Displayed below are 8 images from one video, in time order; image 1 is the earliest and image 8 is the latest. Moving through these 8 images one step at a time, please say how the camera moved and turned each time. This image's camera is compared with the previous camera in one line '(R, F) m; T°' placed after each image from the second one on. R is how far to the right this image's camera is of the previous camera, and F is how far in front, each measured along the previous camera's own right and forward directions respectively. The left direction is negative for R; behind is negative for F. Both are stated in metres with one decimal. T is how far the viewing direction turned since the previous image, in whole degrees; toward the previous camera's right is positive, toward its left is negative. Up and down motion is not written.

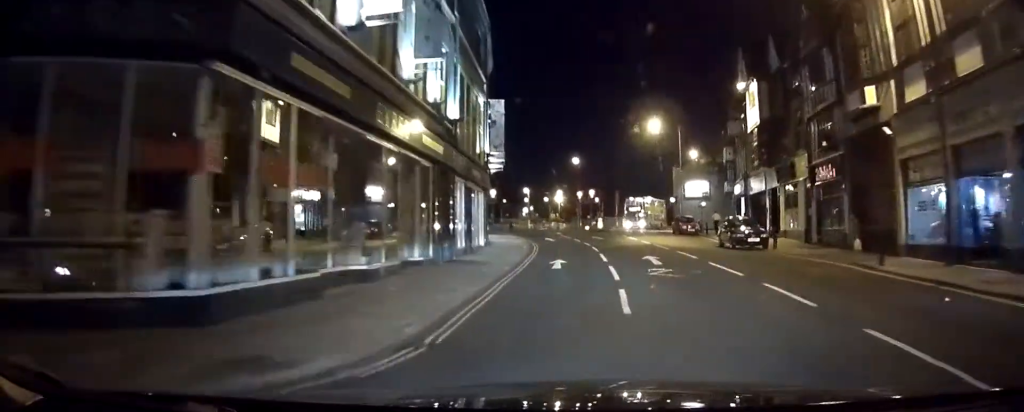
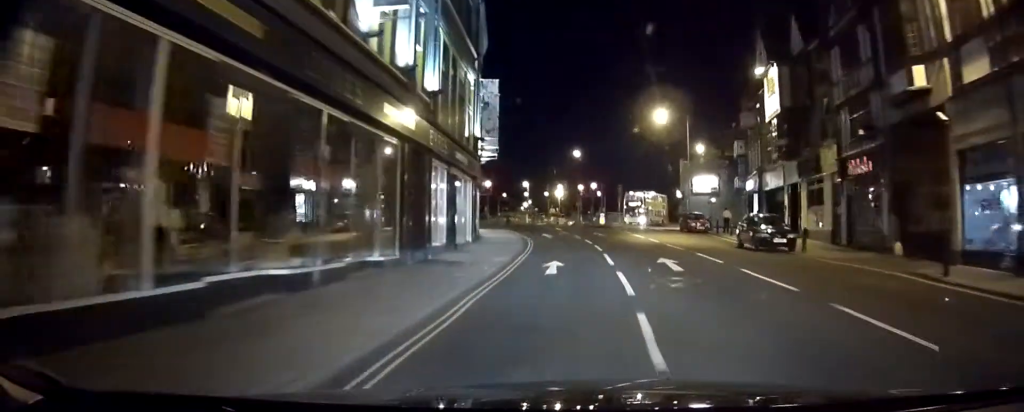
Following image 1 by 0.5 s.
(0.0, +3.8) m; 0°
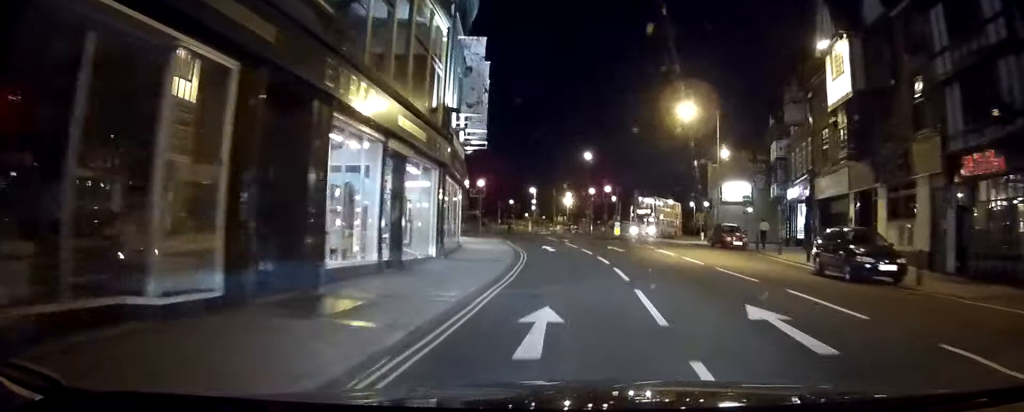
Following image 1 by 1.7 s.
(0.0, +8.7) m; +1°
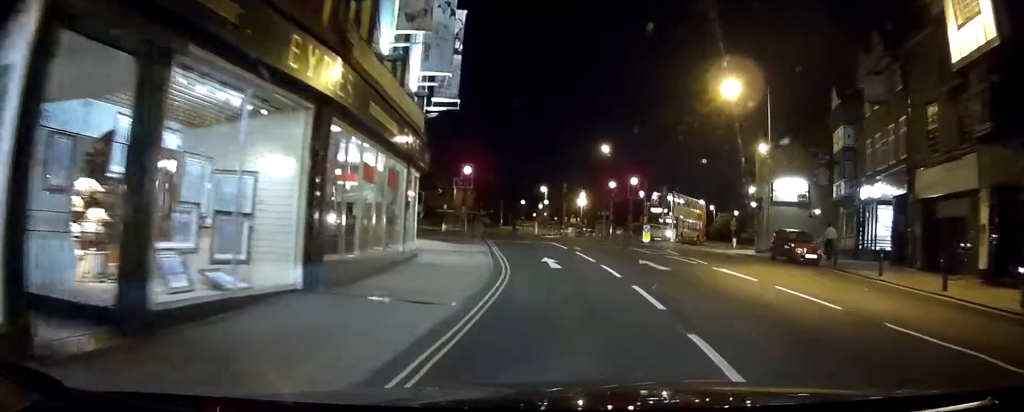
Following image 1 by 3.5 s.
(0.0, +10.4) m; -1°
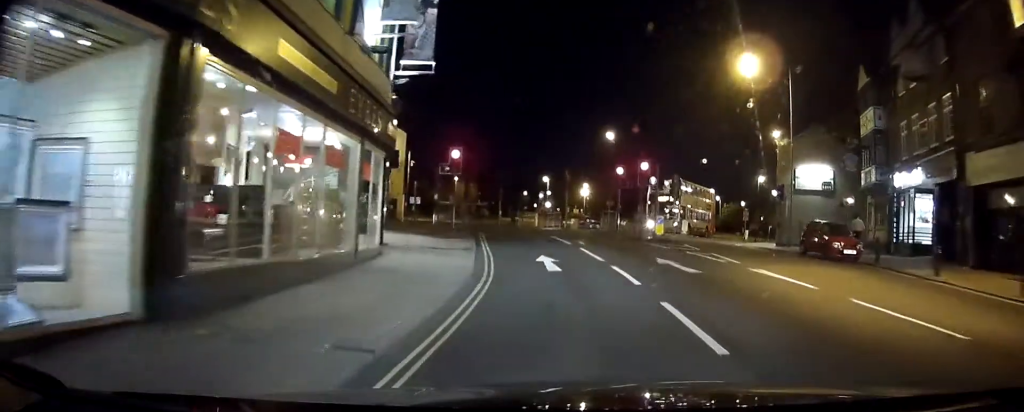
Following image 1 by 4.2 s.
(-0.1, +4.0) m; 0°
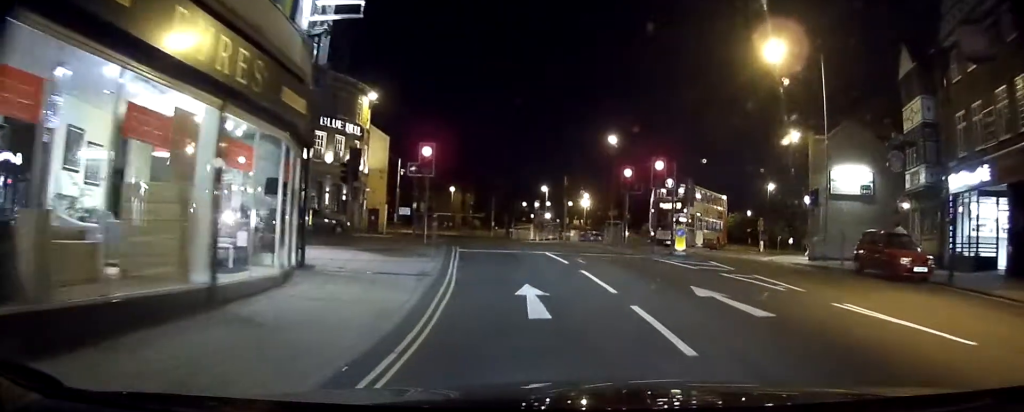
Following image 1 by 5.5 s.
(+0.2, +5.8) m; +3°
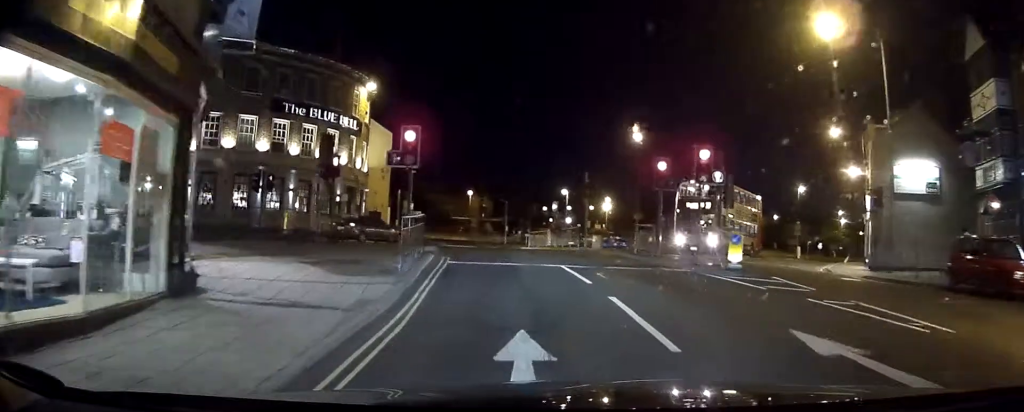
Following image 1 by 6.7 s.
(+0.2, +5.5) m; +4°
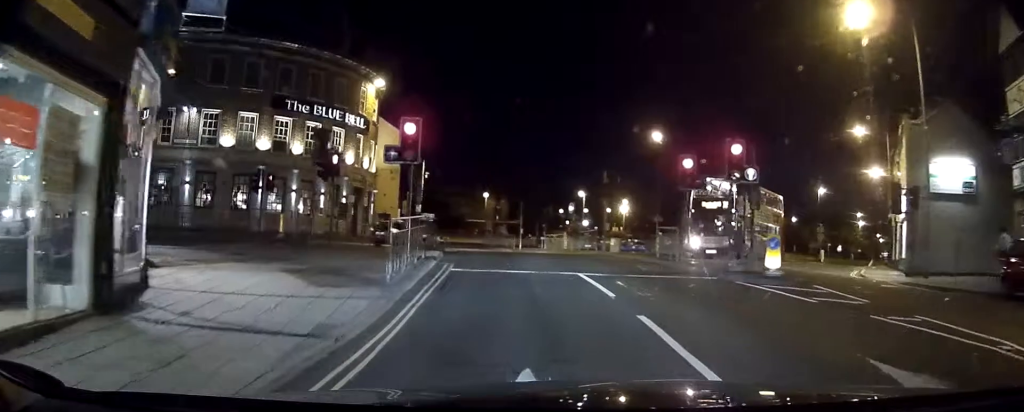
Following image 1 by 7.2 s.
(0.0, +2.1) m; +1°
